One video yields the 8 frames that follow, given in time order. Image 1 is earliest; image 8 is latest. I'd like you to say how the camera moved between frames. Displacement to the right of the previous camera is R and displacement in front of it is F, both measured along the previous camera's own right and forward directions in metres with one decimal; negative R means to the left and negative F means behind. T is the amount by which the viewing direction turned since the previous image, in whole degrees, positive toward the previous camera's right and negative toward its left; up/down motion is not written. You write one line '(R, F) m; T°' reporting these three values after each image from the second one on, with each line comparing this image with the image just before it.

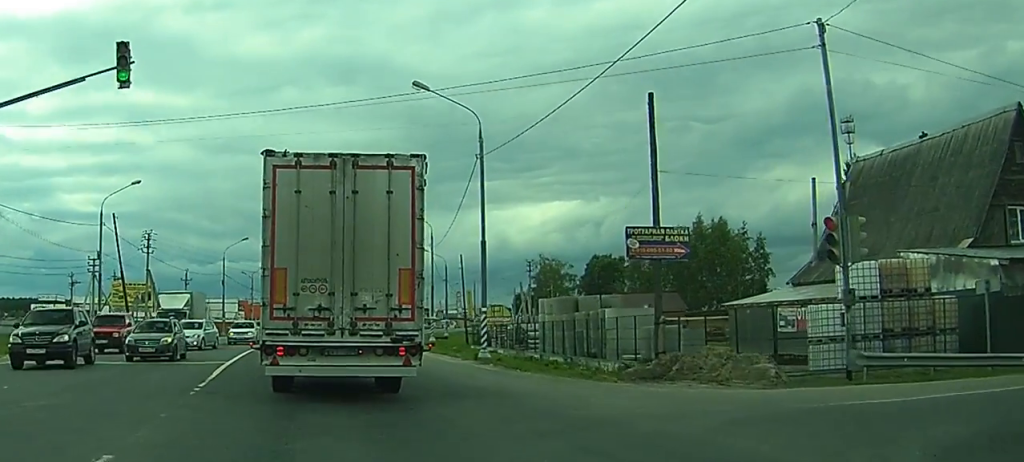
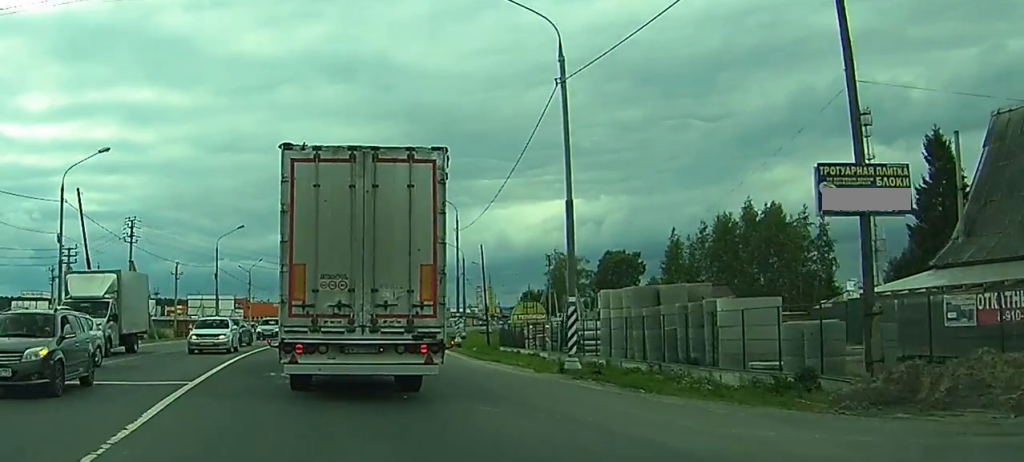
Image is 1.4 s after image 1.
(+0.1, +9.8) m; +1°
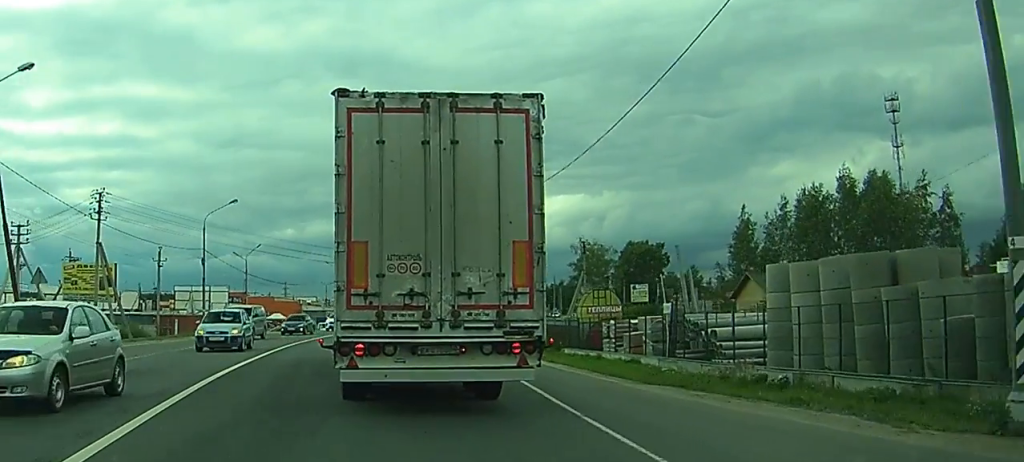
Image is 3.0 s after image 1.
(0.0, +14.8) m; 0°
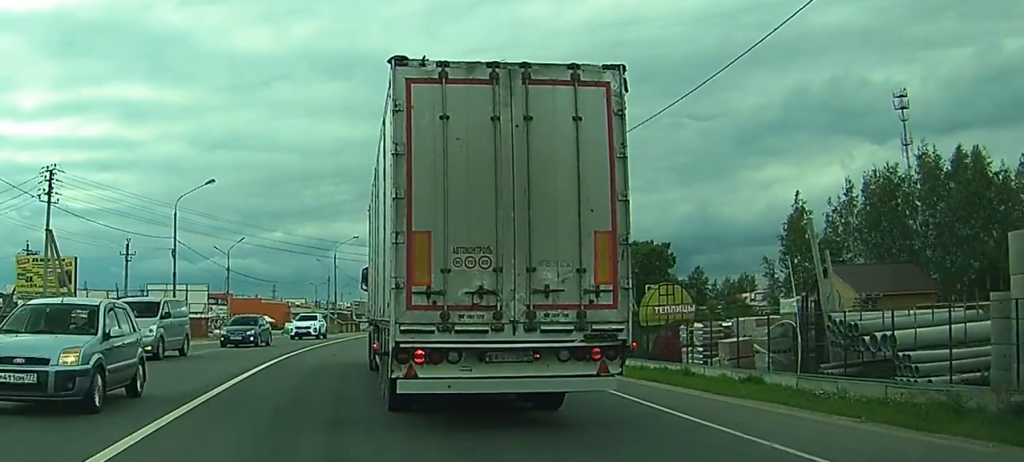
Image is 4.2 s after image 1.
(+0.1, +11.7) m; +1°
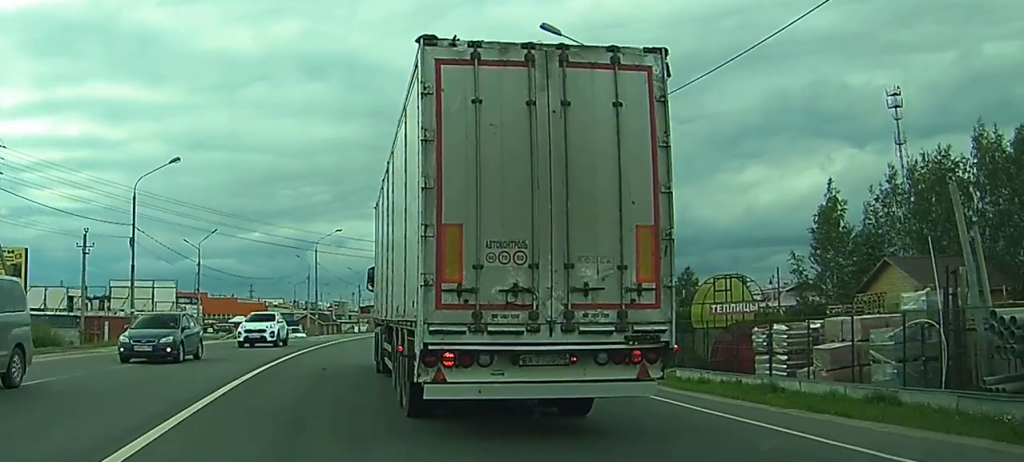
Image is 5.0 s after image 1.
(+0.1, +8.2) m; +1°
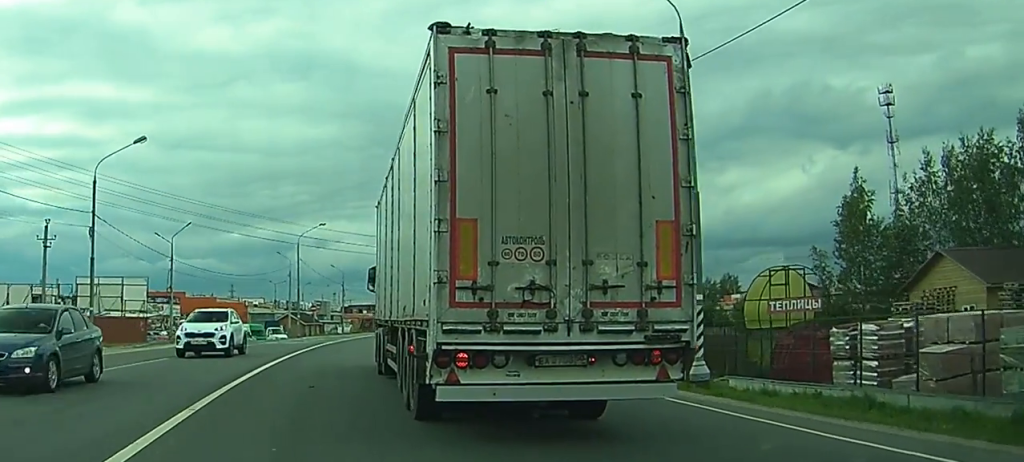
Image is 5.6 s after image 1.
(0.0, +6.0) m; +1°
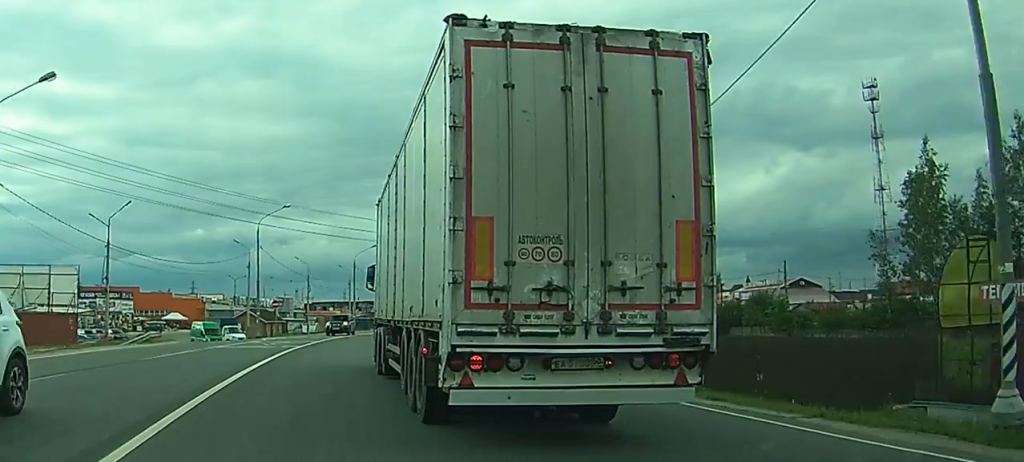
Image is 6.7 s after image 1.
(+0.2, +12.0) m; +2°
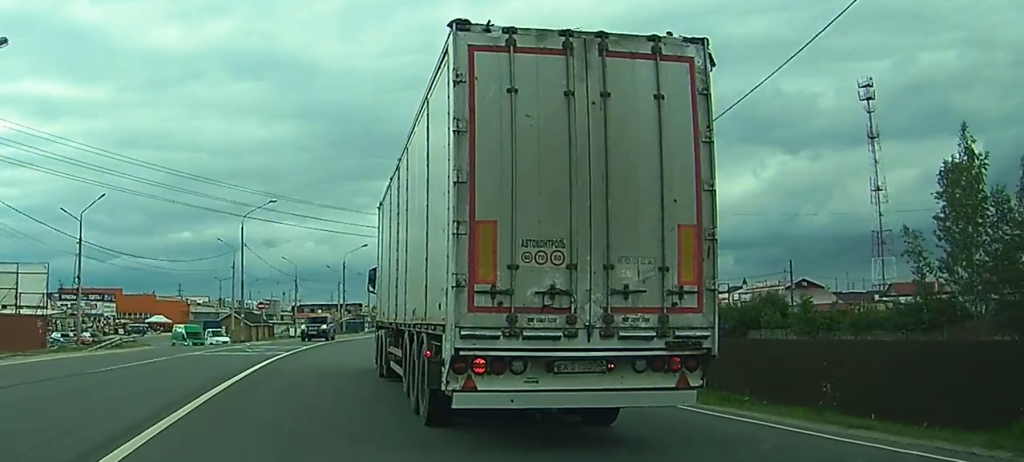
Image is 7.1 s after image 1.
(0.0, +4.9) m; +1°
